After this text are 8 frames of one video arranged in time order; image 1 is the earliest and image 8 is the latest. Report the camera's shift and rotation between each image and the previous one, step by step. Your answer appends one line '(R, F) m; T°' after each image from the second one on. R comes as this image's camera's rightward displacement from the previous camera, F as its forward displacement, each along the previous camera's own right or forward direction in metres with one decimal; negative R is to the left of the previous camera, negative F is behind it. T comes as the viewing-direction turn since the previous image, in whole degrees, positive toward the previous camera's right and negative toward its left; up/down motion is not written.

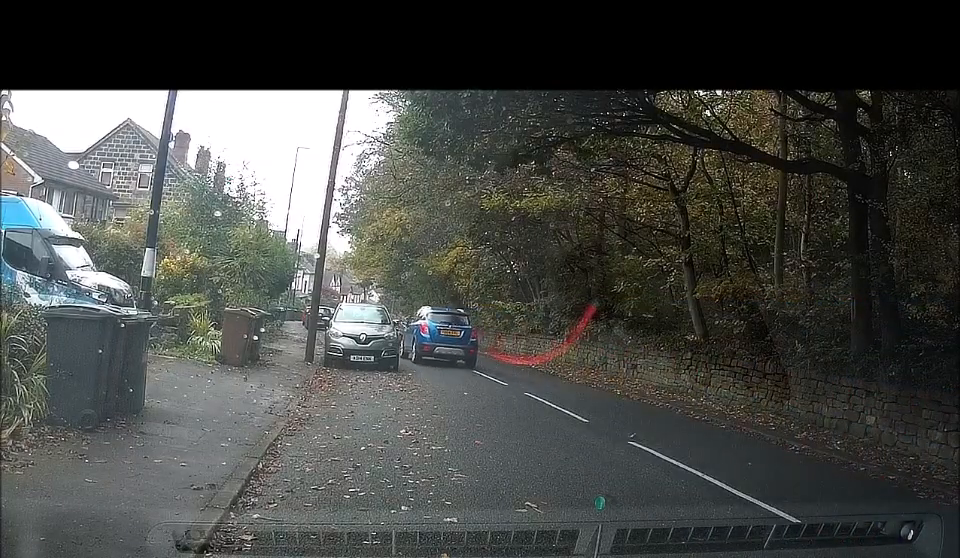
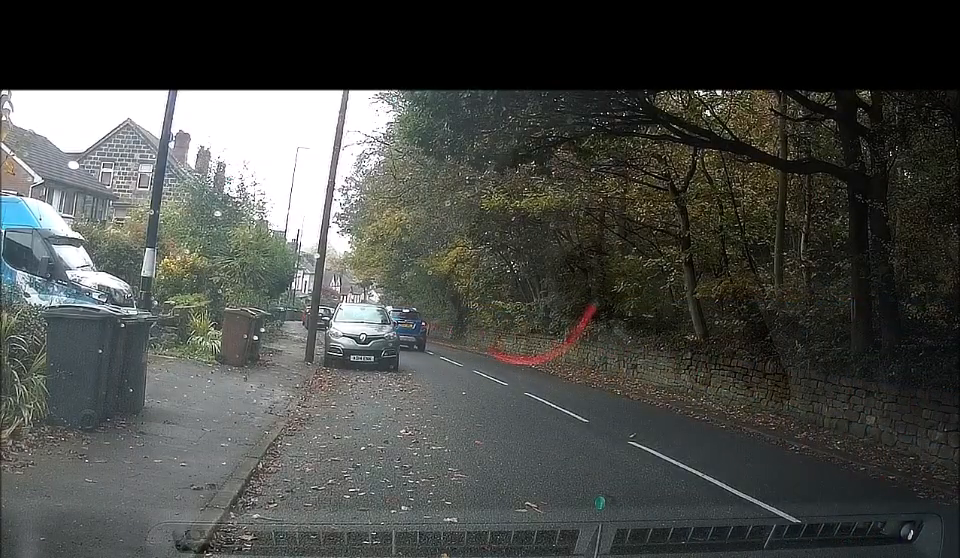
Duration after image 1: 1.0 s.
(-0.2, +0.3) m; 0°
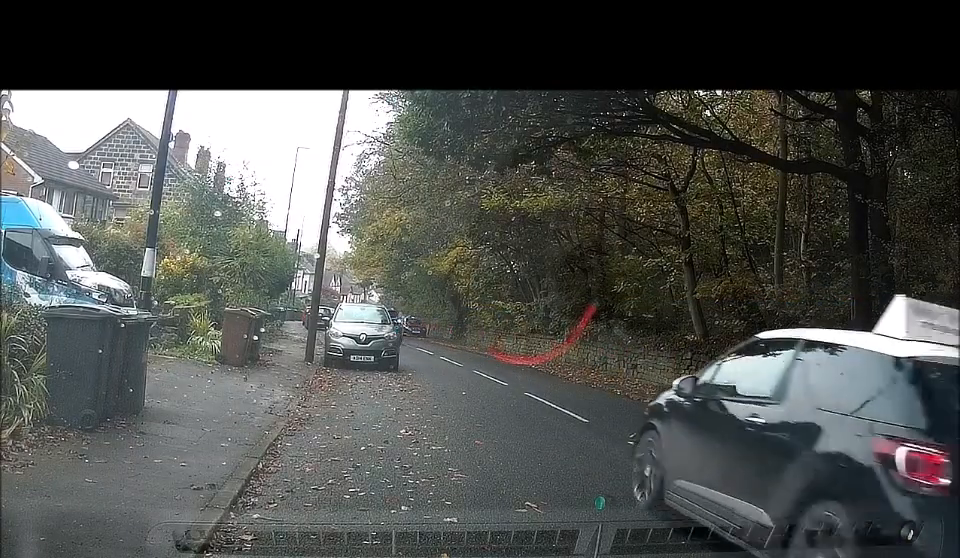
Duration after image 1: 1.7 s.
(-0.1, +0.2) m; 0°
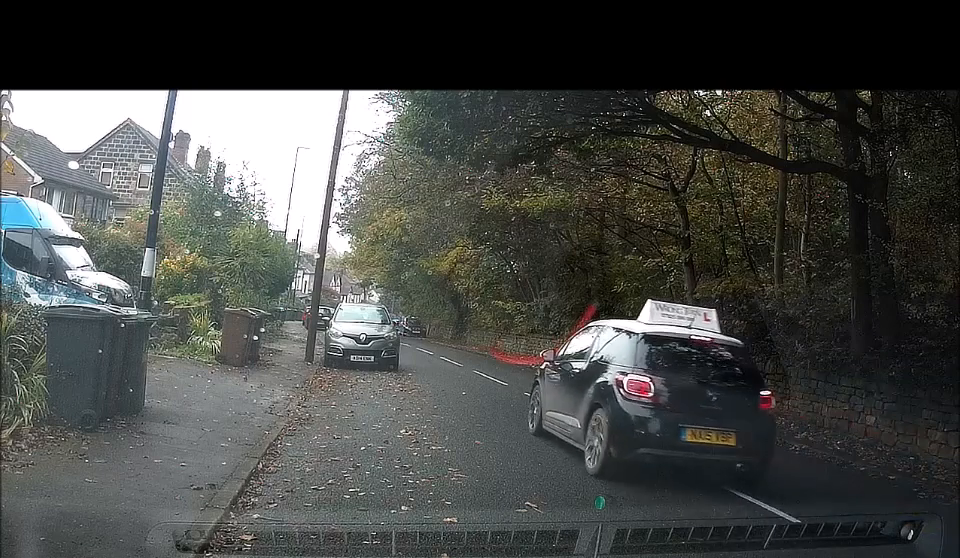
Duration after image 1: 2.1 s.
(0.0, 0.0) m; 0°
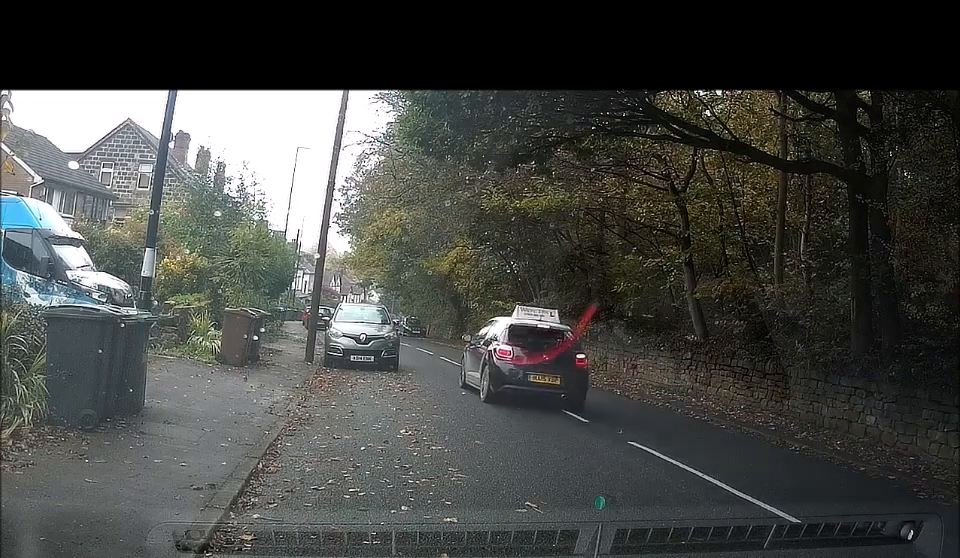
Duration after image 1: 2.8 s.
(0.0, 0.0) m; 0°
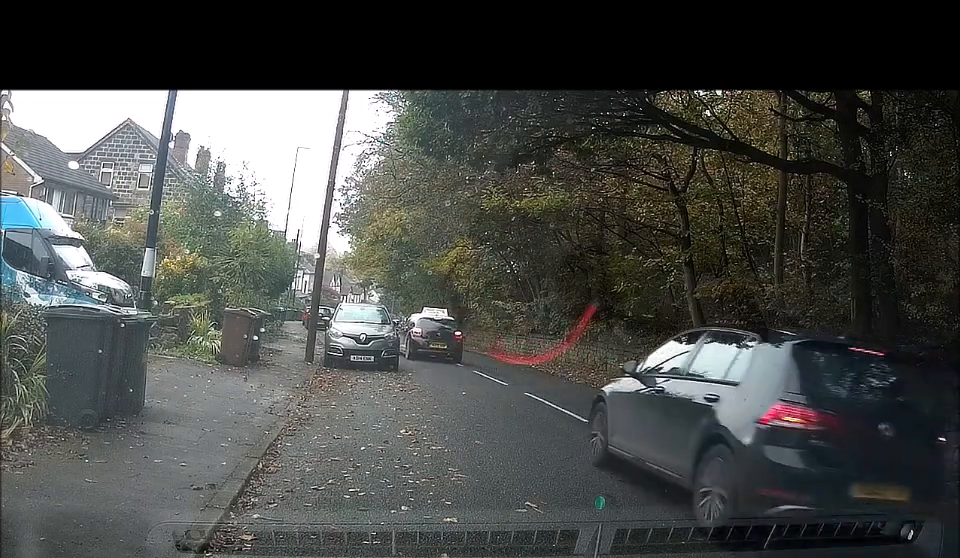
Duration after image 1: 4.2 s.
(0.0, 0.0) m; 0°
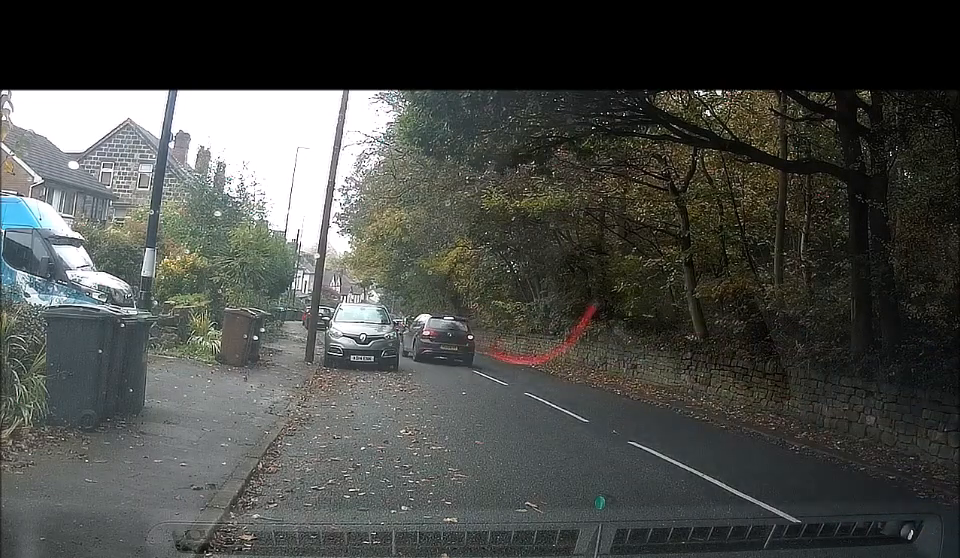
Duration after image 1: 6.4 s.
(0.0, +0.6) m; 0°
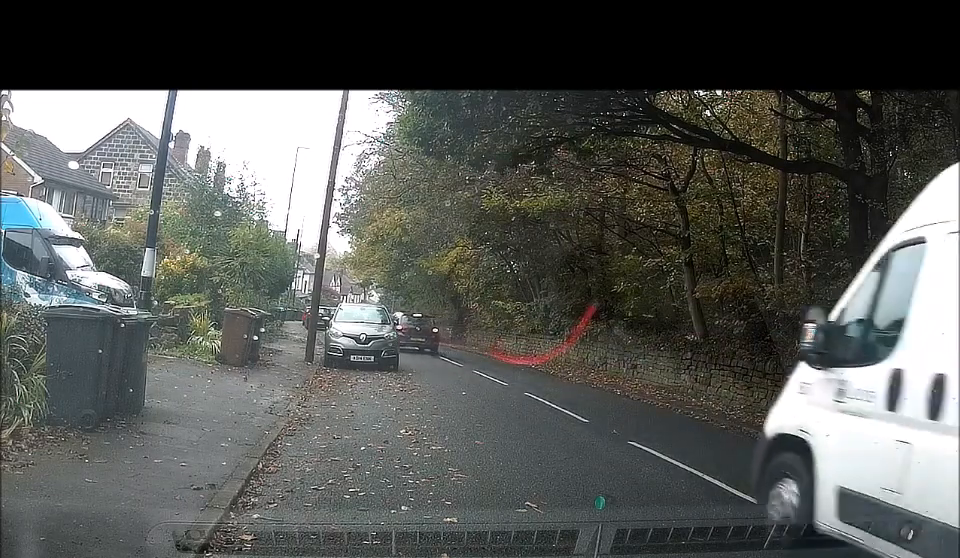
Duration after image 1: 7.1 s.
(0.0, 0.0) m; 0°
